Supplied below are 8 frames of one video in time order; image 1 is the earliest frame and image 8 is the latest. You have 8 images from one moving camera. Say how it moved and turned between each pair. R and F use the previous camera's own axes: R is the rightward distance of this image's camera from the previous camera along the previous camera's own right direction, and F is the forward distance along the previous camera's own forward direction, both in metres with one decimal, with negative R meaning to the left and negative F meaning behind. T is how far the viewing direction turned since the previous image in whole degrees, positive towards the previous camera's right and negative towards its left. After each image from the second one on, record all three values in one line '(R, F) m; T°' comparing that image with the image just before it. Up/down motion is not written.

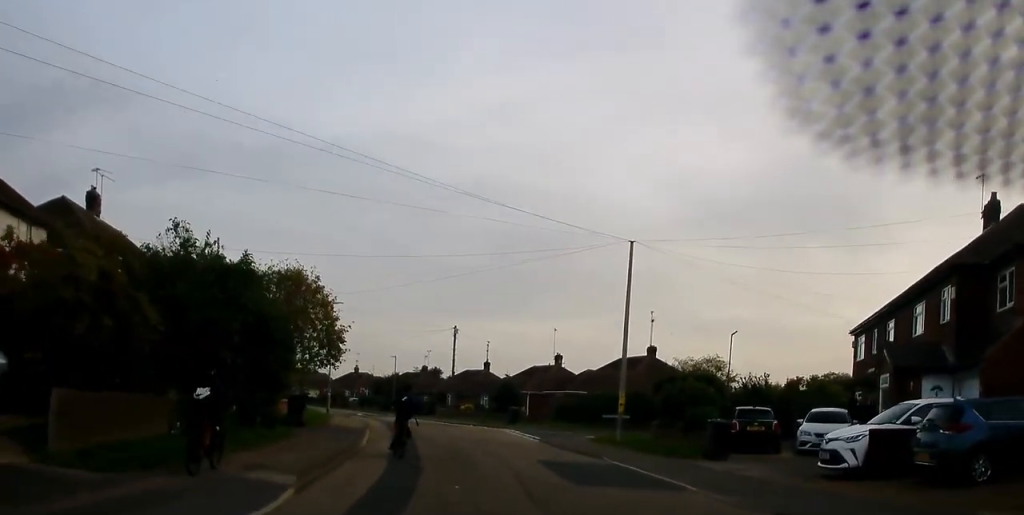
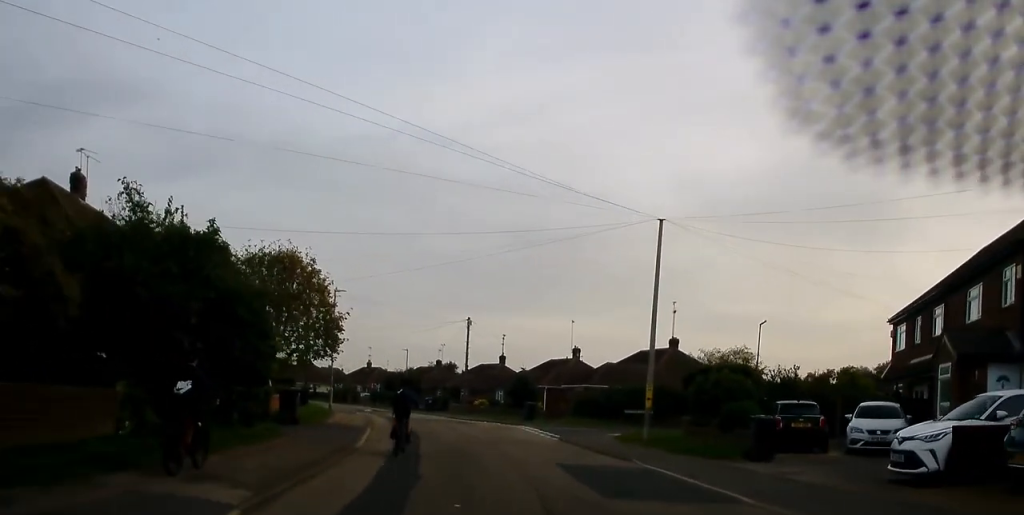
(0.0, +2.5) m; -1°
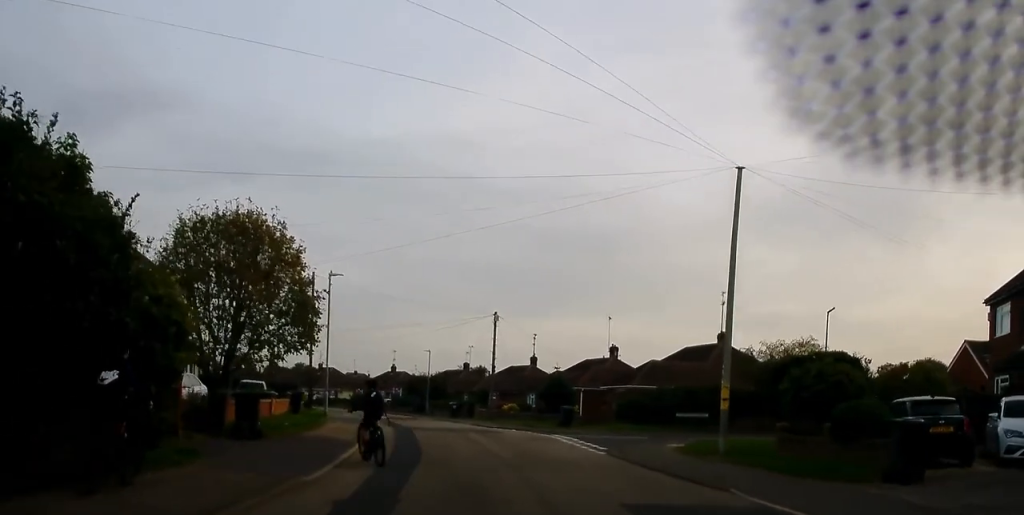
(-0.1, +5.9) m; -5°
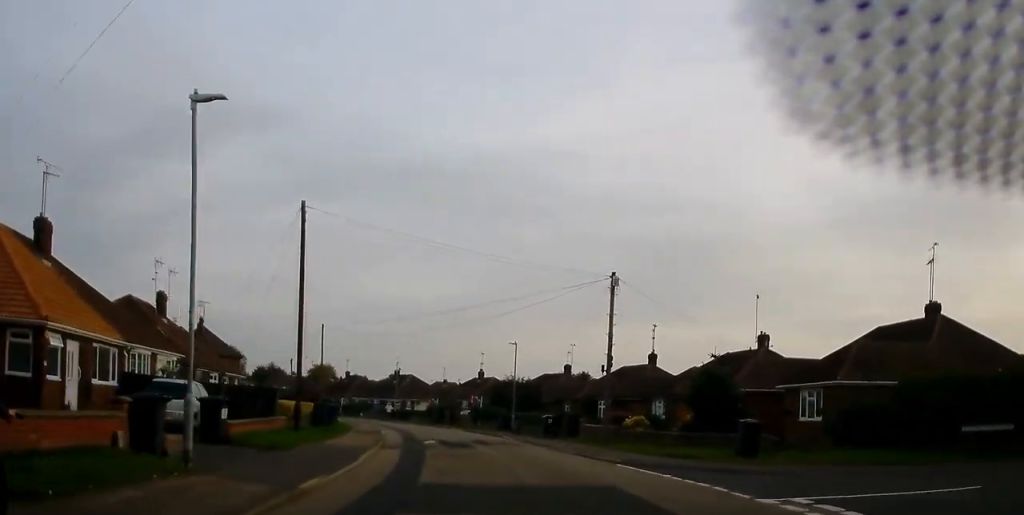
(-1.4, +18.1) m; -9°
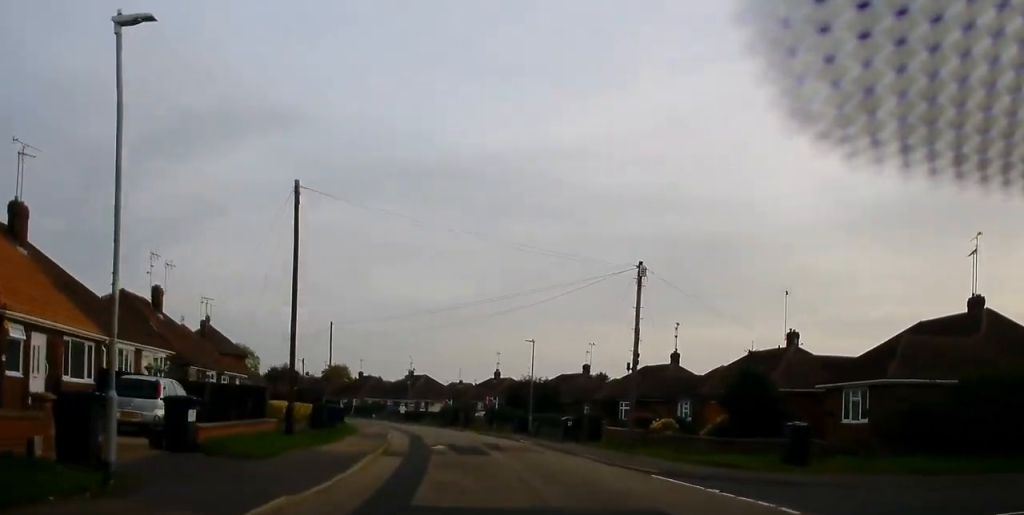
(-0.1, +2.7) m; -1°
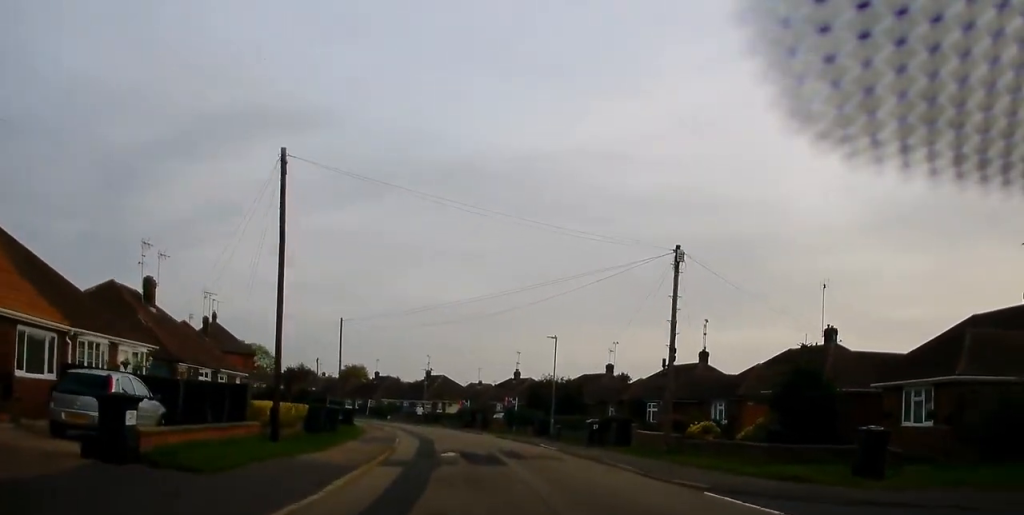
(0.0, +3.3) m; -1°
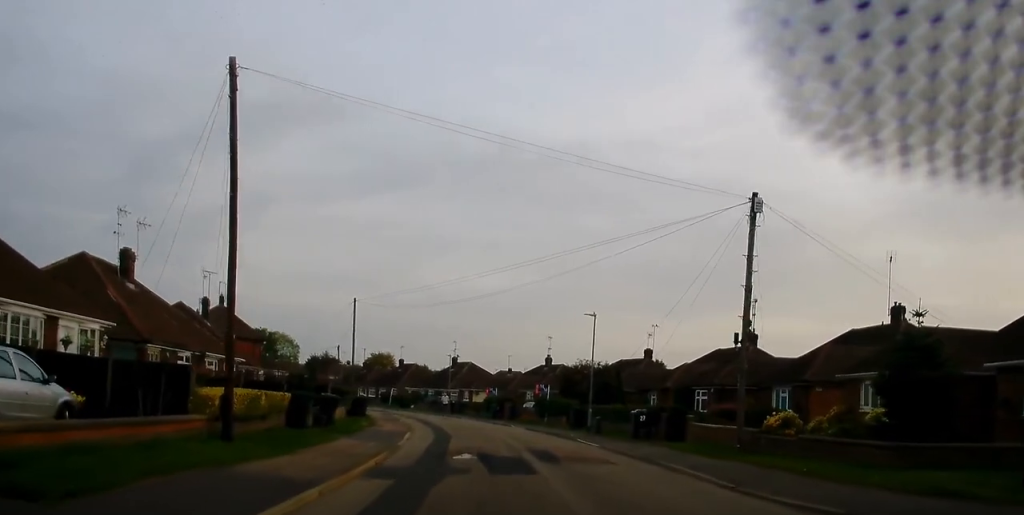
(0.0, +5.4) m; -1°
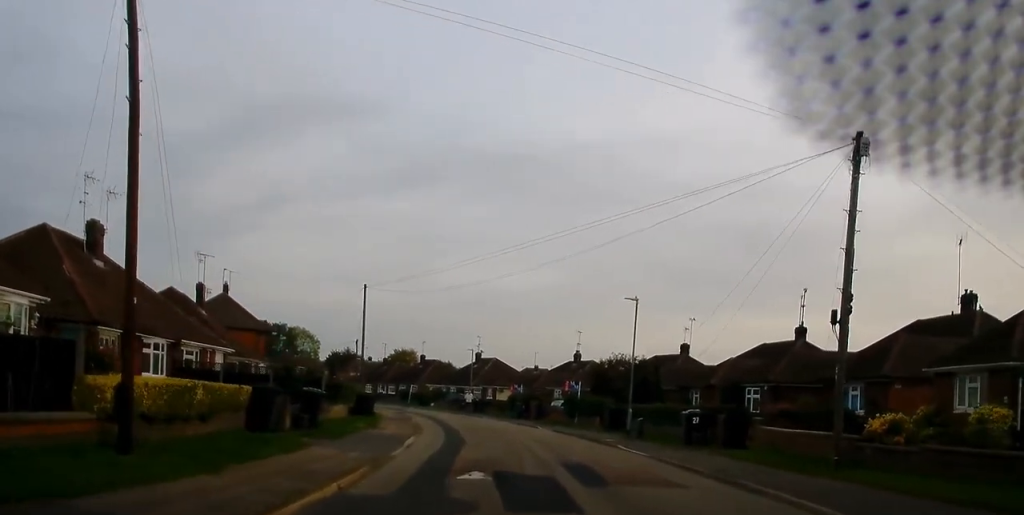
(0.0, +5.1) m; -2°
